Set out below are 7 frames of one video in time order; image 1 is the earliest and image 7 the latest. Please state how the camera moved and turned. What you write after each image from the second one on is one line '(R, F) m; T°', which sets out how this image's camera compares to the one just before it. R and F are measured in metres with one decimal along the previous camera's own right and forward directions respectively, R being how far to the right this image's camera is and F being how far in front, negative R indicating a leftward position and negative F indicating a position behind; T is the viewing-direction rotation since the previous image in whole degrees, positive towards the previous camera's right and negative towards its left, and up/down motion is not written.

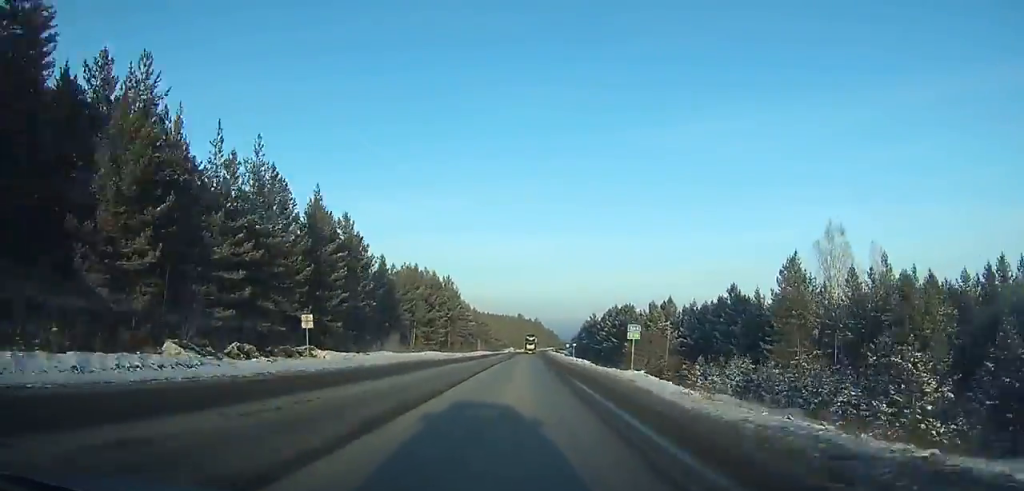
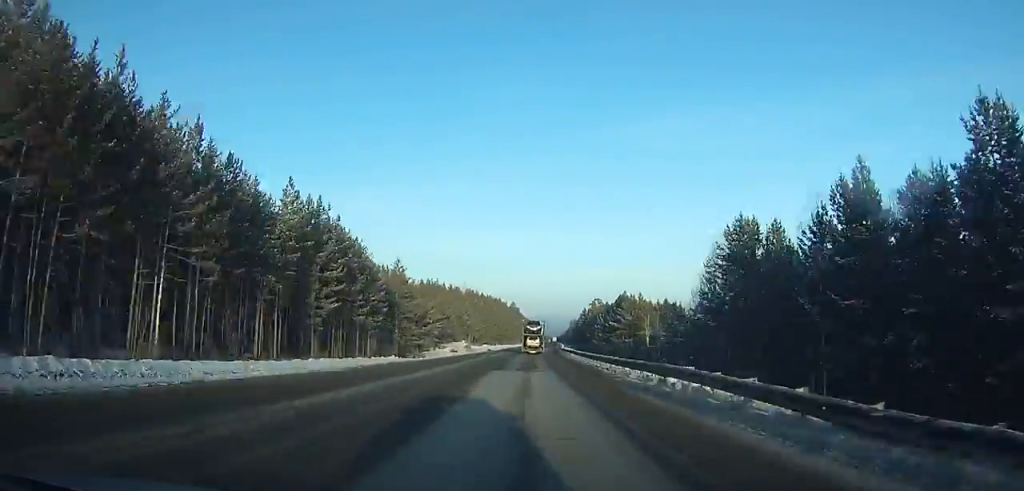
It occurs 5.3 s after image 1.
(+3.0, +147.5) m; +3°
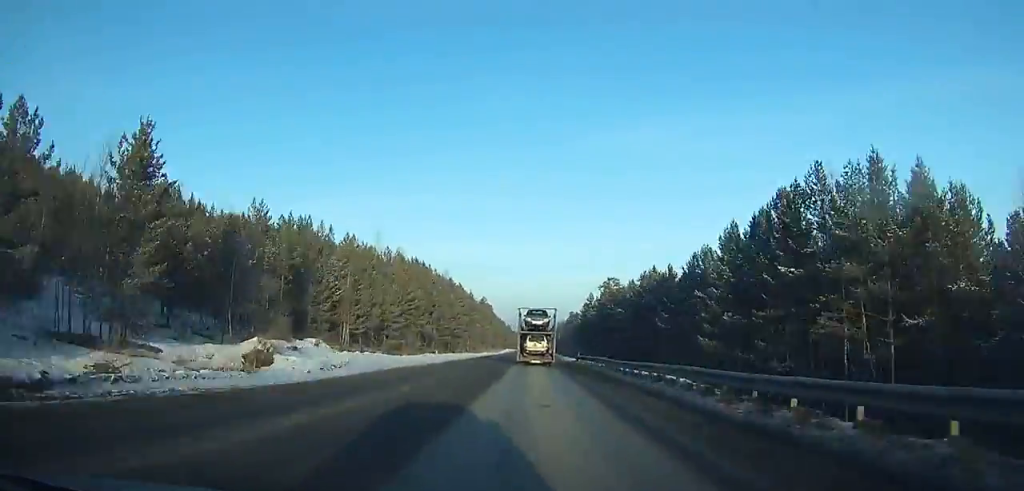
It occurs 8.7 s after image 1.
(+1.9, +86.3) m; +3°
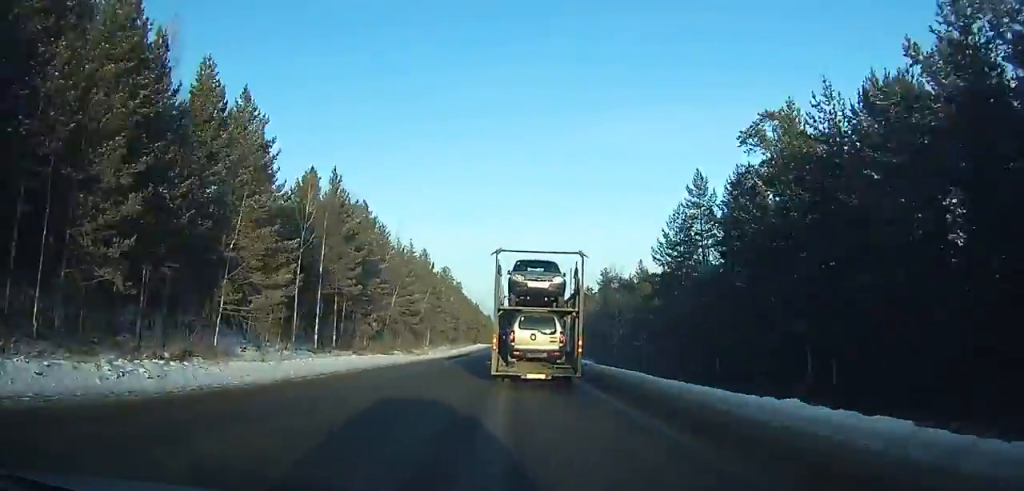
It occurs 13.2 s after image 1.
(+2.7, +96.8) m; +3°
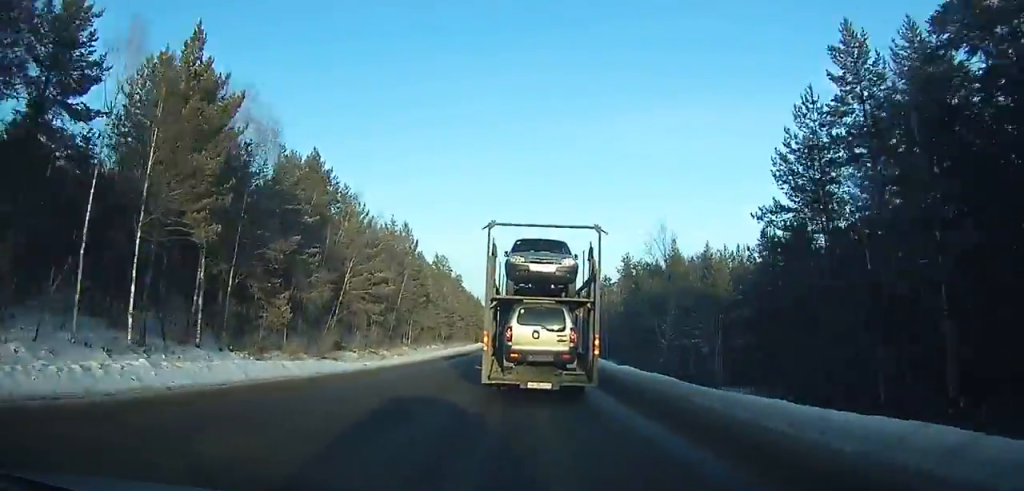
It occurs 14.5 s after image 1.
(+0.6, +23.4) m; 0°
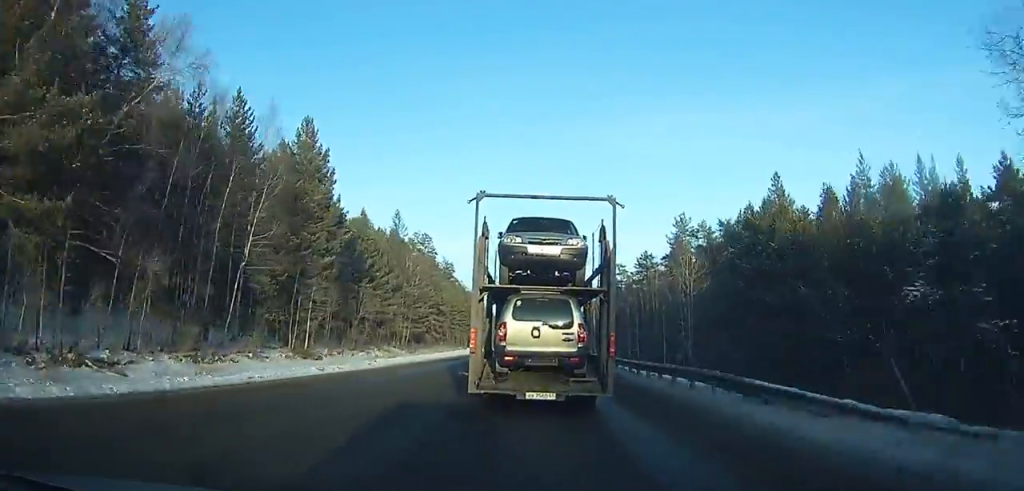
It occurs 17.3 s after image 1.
(-0.2, +47.0) m; -1°
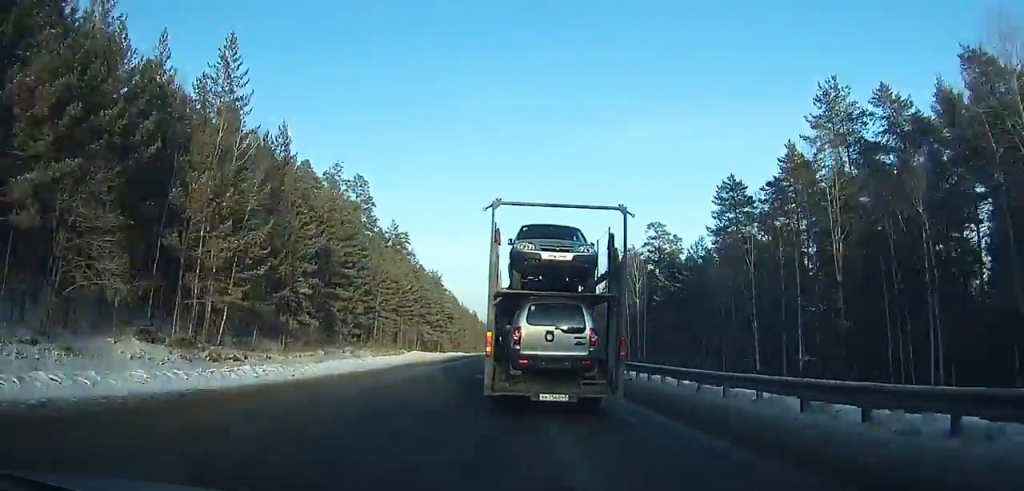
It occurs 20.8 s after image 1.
(-0.7, +53.5) m; -1°
